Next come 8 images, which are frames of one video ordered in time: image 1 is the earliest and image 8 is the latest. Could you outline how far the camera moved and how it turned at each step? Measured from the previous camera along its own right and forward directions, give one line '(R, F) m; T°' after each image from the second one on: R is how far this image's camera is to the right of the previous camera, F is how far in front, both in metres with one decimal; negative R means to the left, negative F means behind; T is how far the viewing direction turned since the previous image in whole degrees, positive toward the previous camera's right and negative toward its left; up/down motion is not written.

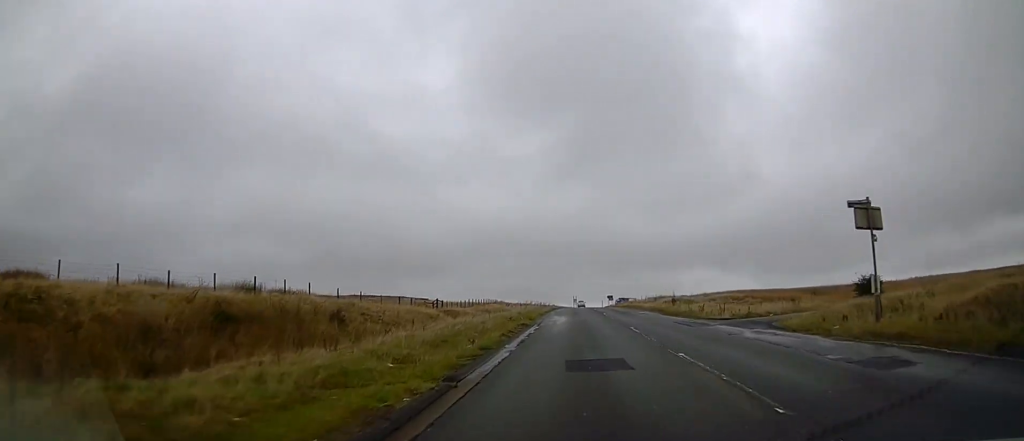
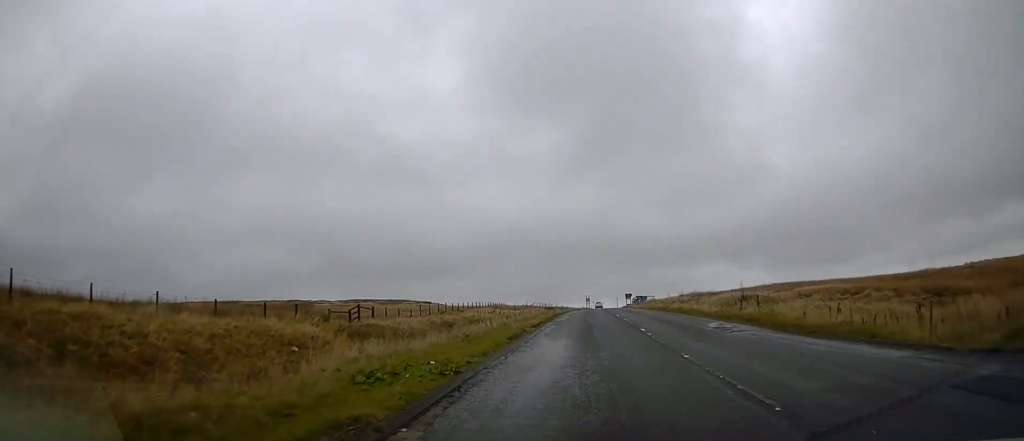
(-0.3, +18.2) m; -2°
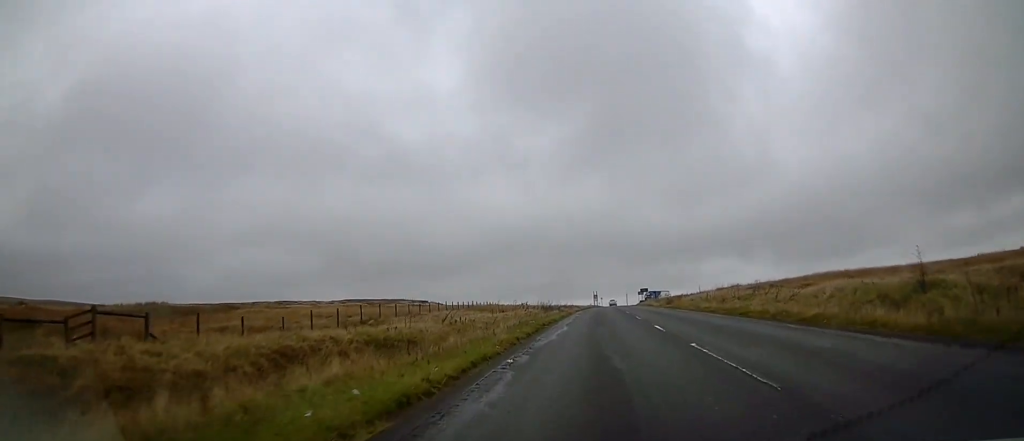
(-0.3, +17.2) m; 0°
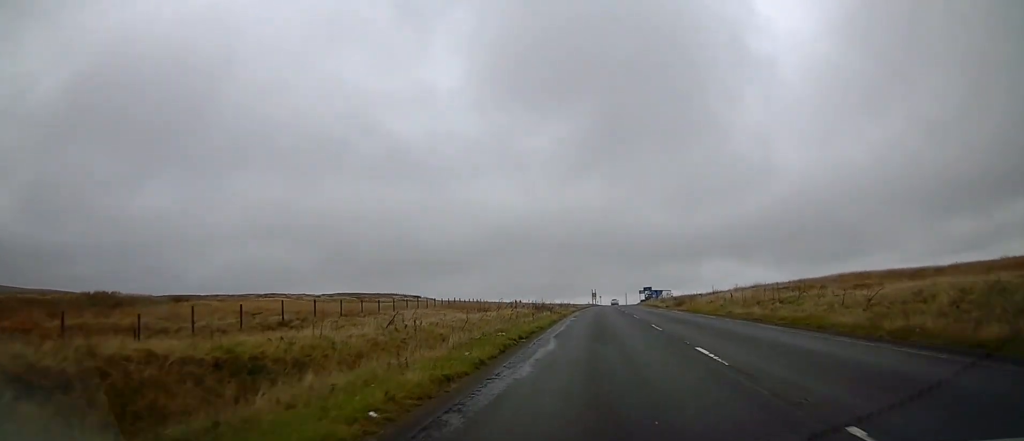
(+0.1, +7.7) m; 0°
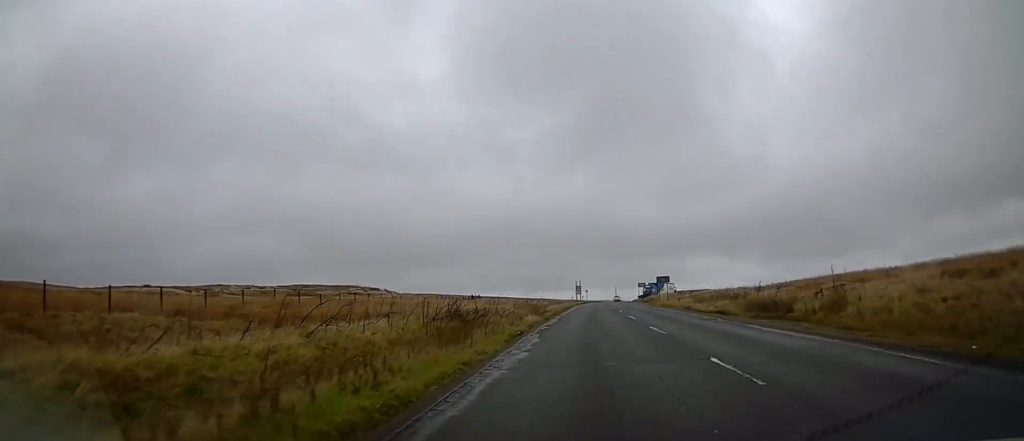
(+0.1, +30.2) m; +1°
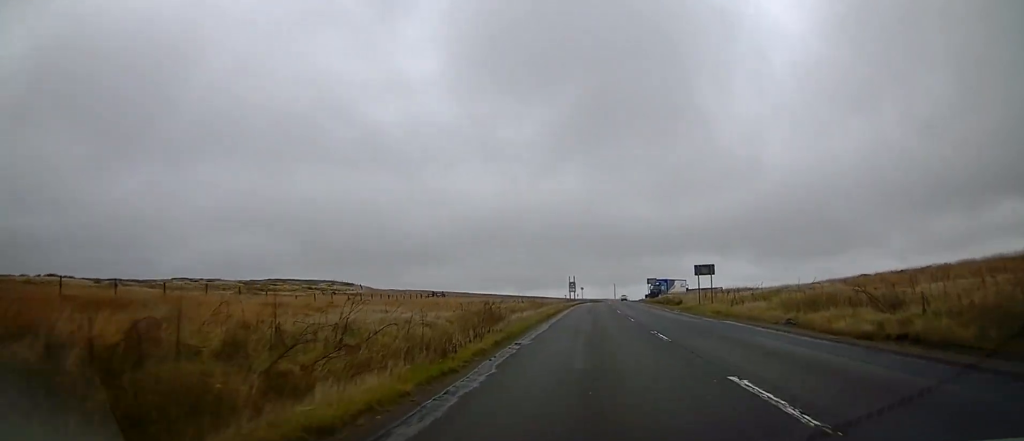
(+0.2, +20.2) m; +1°
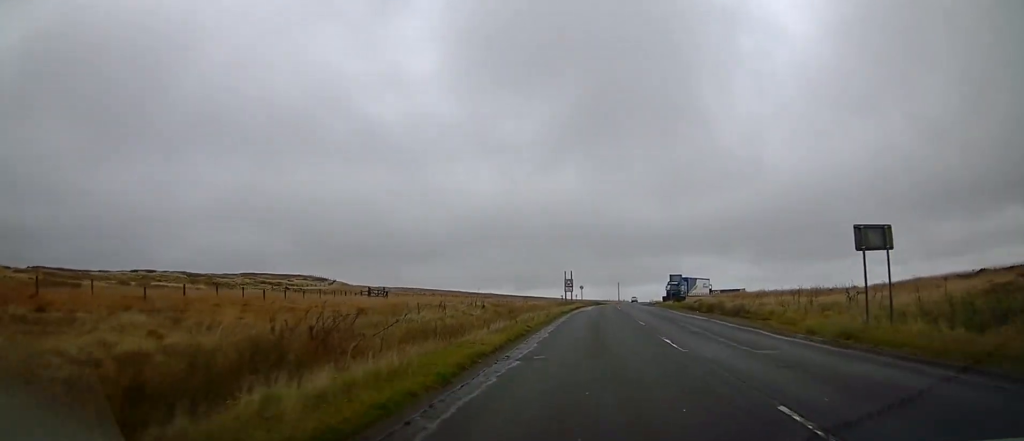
(0.0, +20.0) m; +1°
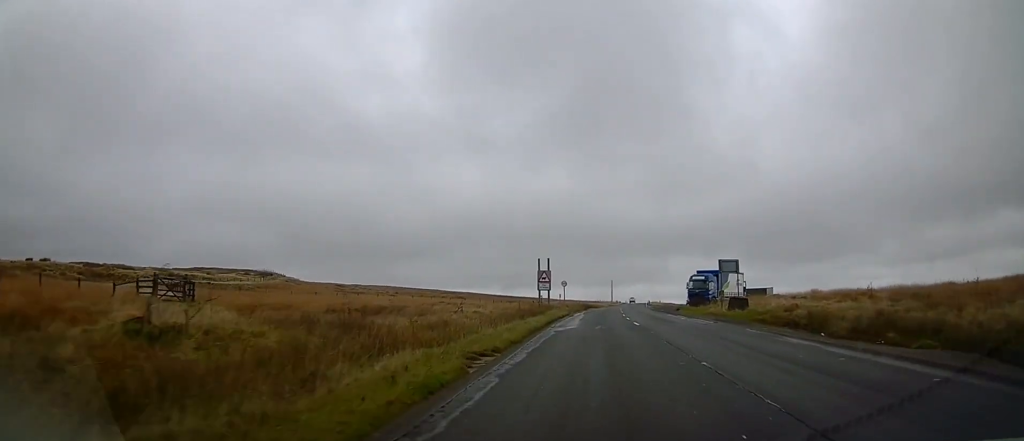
(+0.2, +24.3) m; +1°
